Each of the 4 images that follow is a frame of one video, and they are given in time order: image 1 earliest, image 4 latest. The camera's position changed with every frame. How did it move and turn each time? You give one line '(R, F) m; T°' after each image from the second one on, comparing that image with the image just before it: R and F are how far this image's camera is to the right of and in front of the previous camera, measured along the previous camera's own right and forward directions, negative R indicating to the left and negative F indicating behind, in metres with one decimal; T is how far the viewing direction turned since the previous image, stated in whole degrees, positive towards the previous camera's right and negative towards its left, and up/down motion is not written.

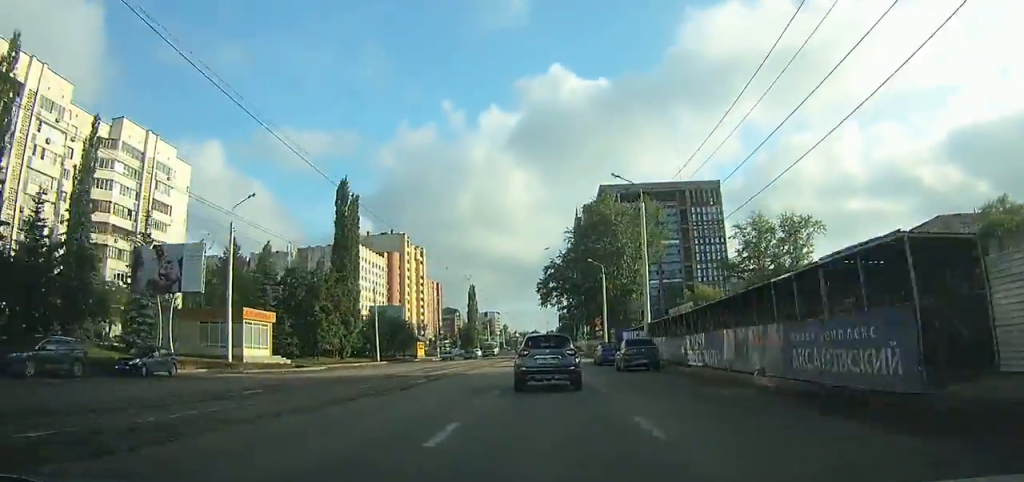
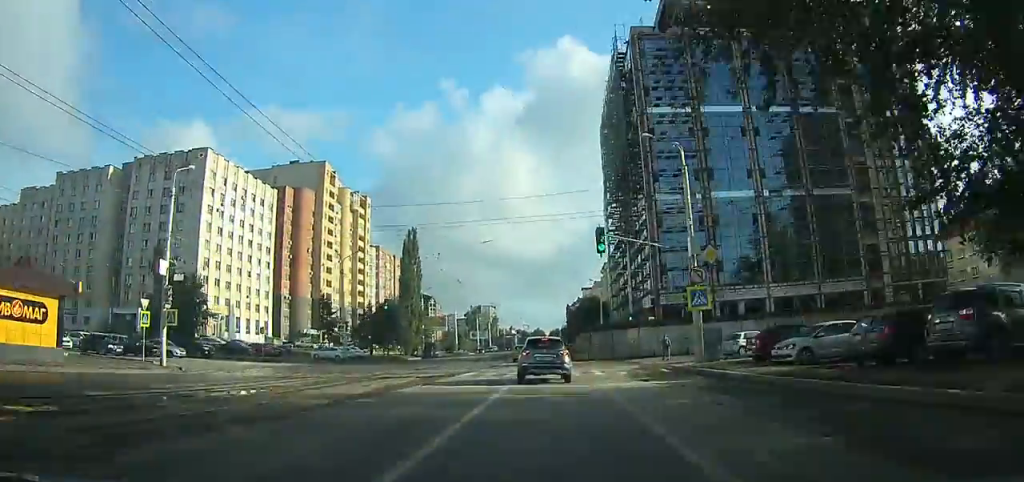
(0.0, +83.7) m; +1°
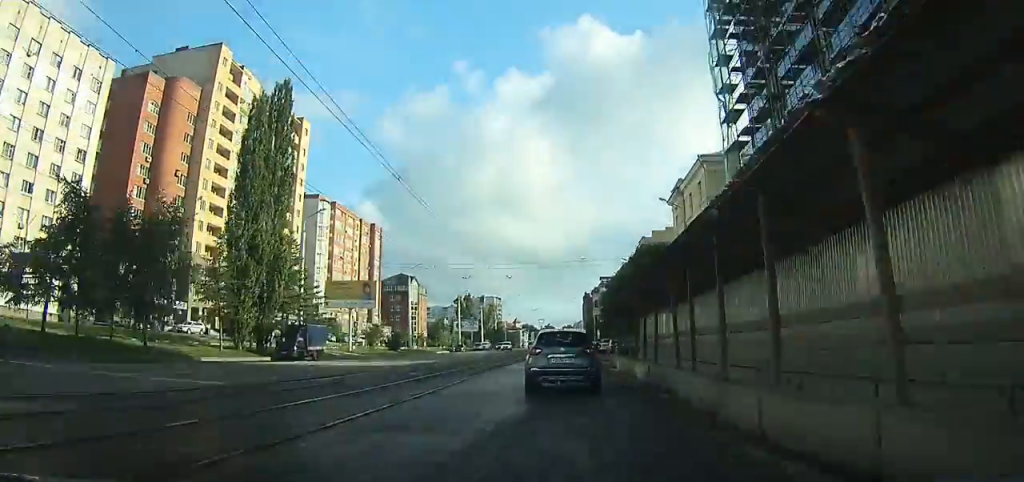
(0.0, +53.7) m; +1°
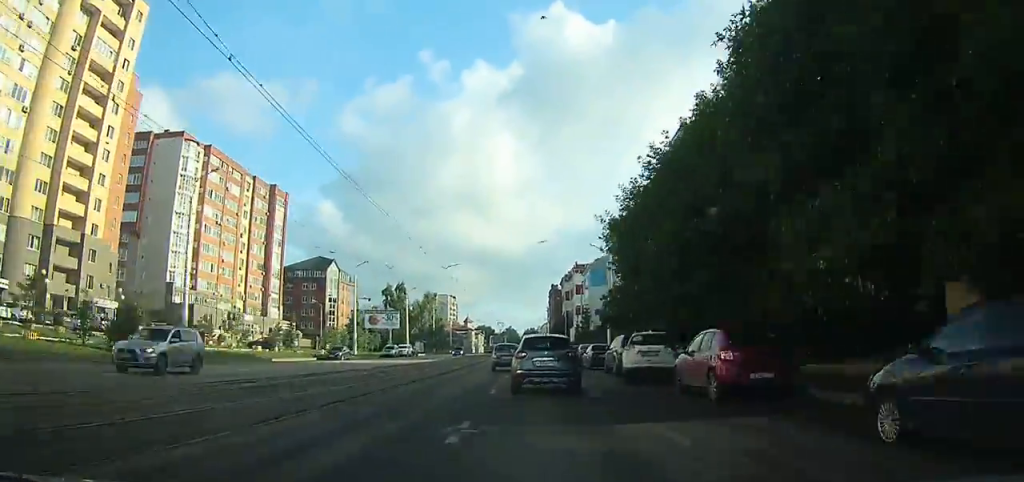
(+1.1, +48.9) m; +2°
